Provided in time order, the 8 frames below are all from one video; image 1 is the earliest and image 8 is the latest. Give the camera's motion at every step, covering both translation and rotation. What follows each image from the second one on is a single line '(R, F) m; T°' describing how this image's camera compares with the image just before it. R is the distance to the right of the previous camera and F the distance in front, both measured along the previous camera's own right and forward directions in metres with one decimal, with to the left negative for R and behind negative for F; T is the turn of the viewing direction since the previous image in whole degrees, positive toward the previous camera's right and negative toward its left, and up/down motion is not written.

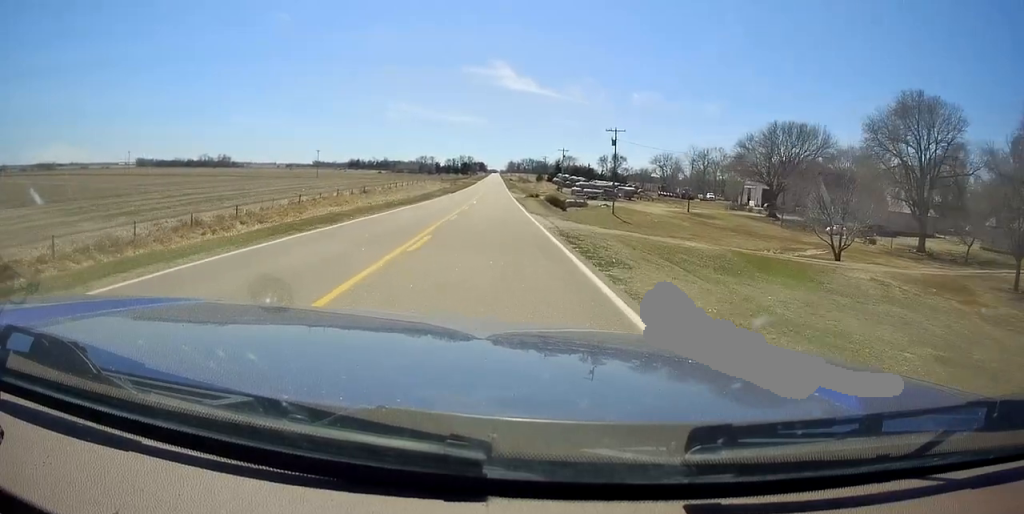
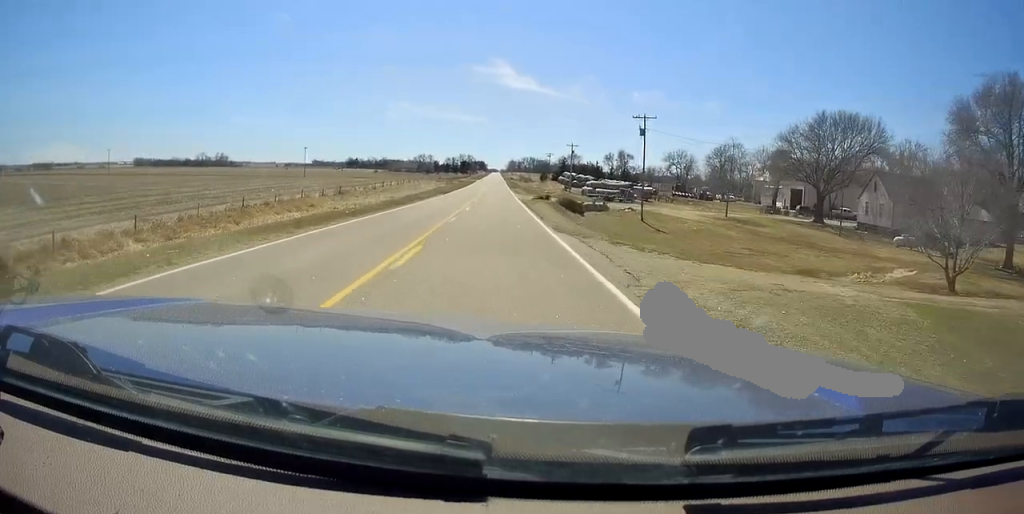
(0.0, +13.8) m; 0°
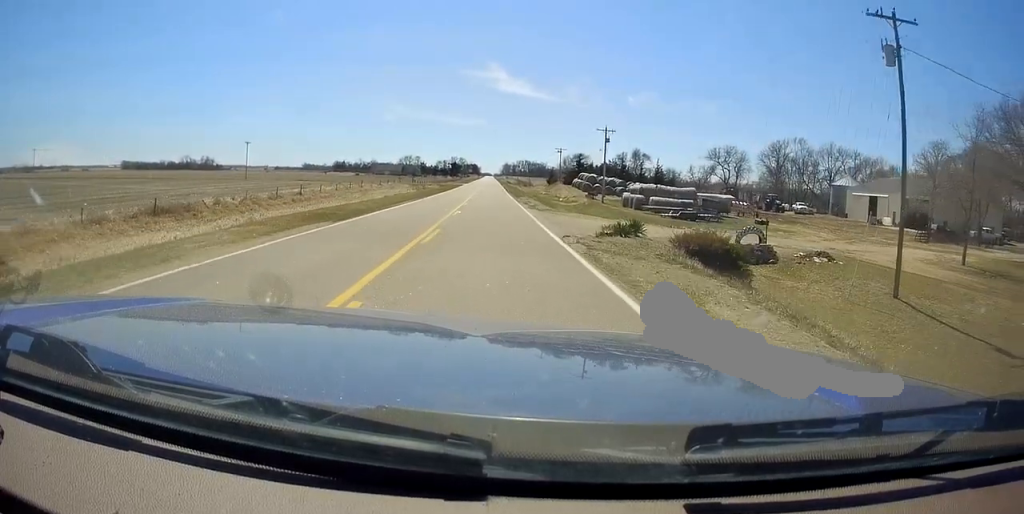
(0.0, +39.8) m; 0°
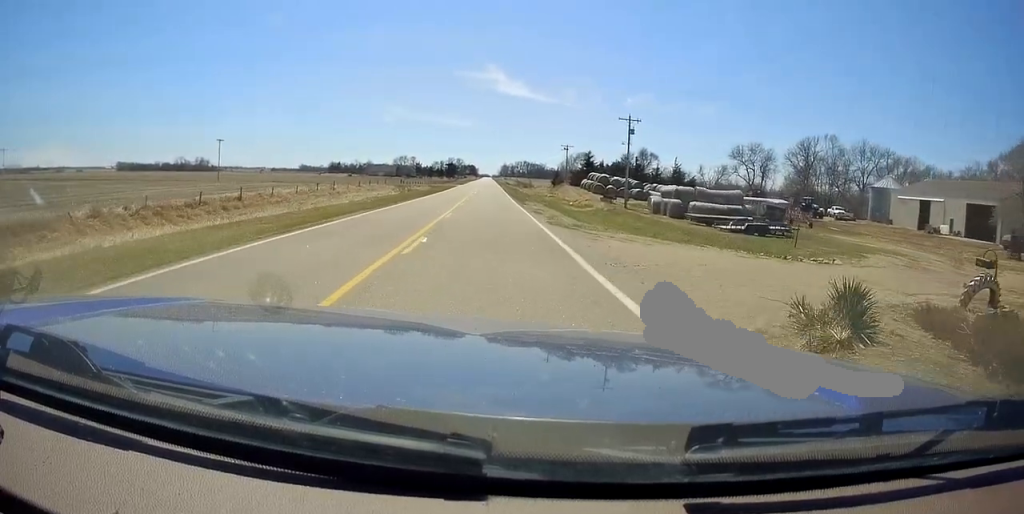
(0.0, +14.1) m; 0°
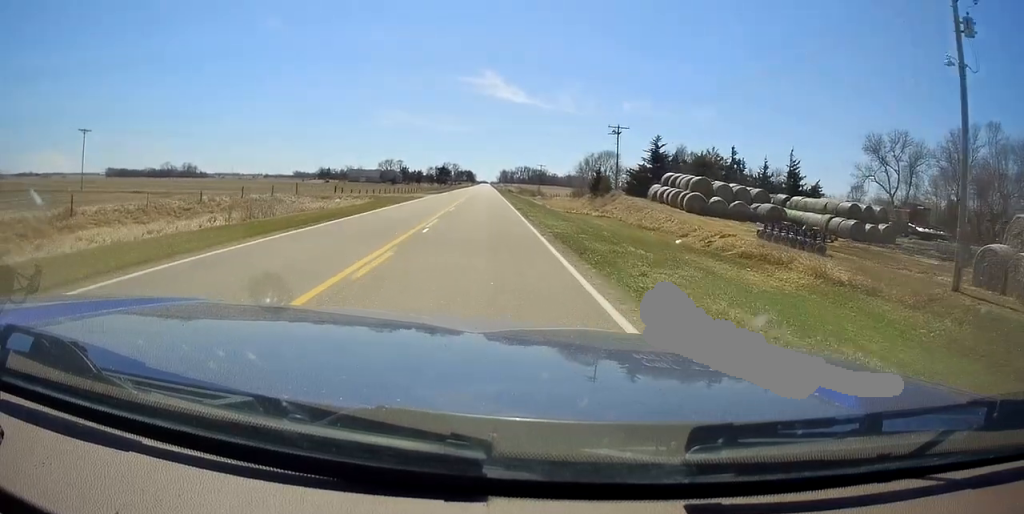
(0.0, +47.4) m; 0°
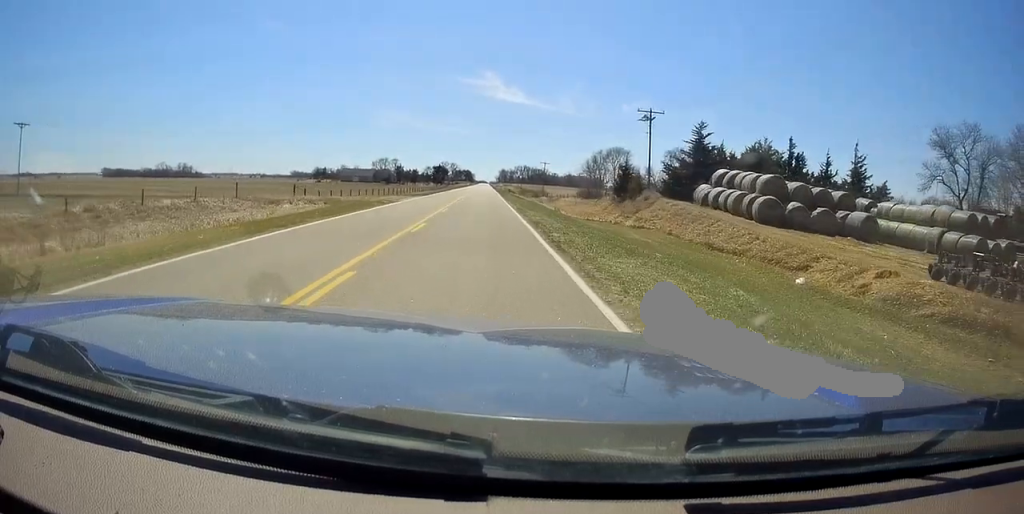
(0.0, +14.3) m; -1°
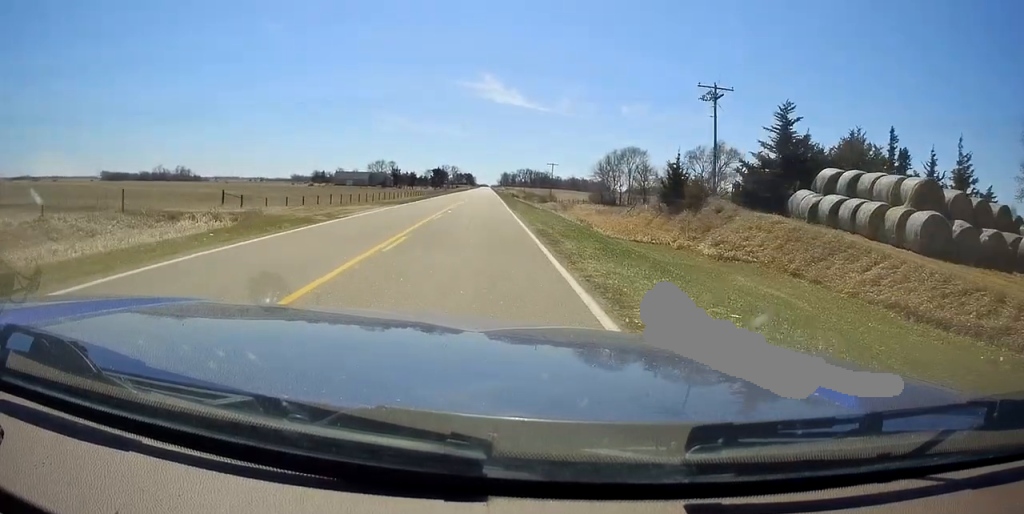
(0.0, +15.6) m; -1°
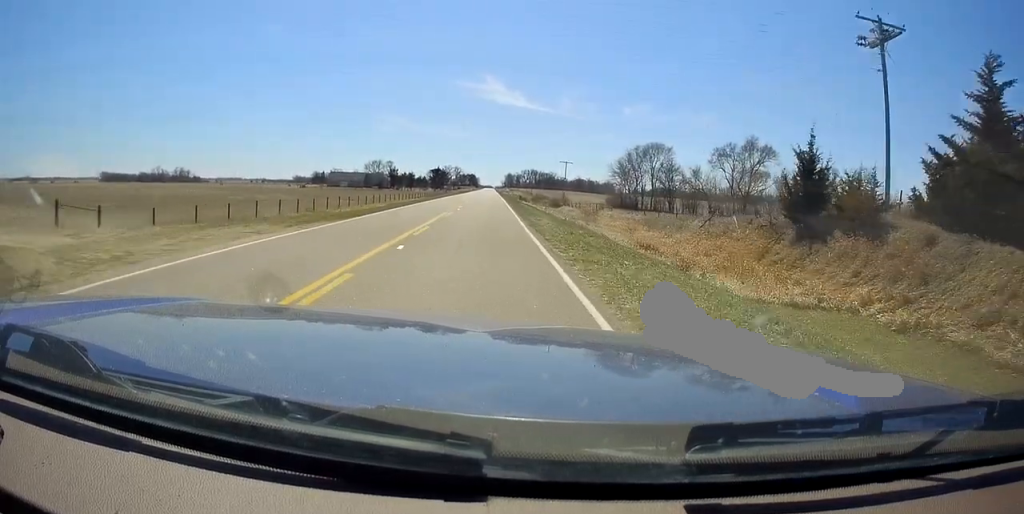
(-0.6, +17.7) m; 0°
